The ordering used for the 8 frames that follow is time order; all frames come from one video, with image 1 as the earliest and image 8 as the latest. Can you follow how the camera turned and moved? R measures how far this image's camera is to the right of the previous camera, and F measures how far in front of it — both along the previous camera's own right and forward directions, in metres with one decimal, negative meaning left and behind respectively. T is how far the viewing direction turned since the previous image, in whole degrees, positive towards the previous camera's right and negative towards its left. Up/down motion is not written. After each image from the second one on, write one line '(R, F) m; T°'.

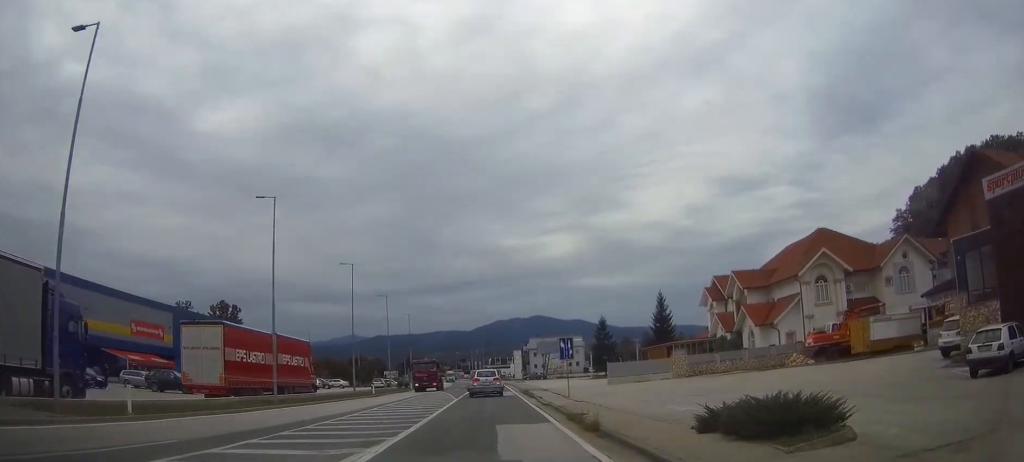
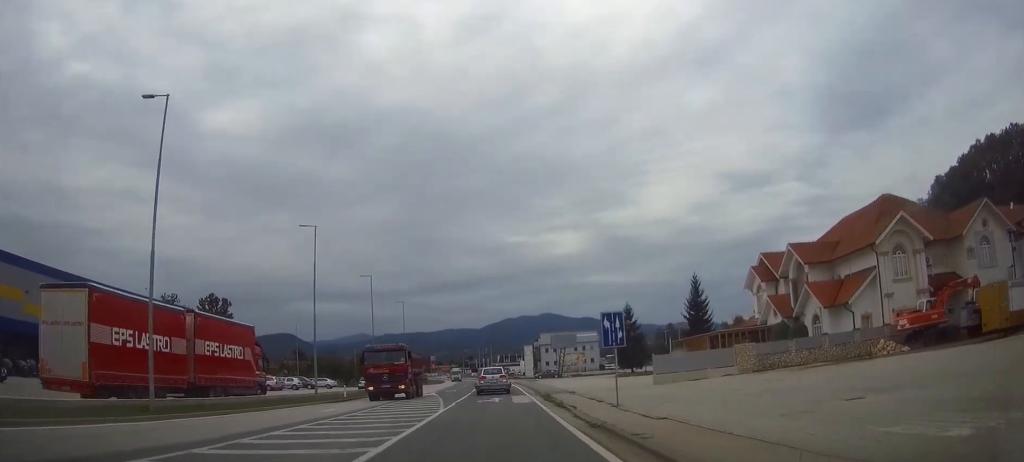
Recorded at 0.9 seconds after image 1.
(0.0, +13.0) m; 0°
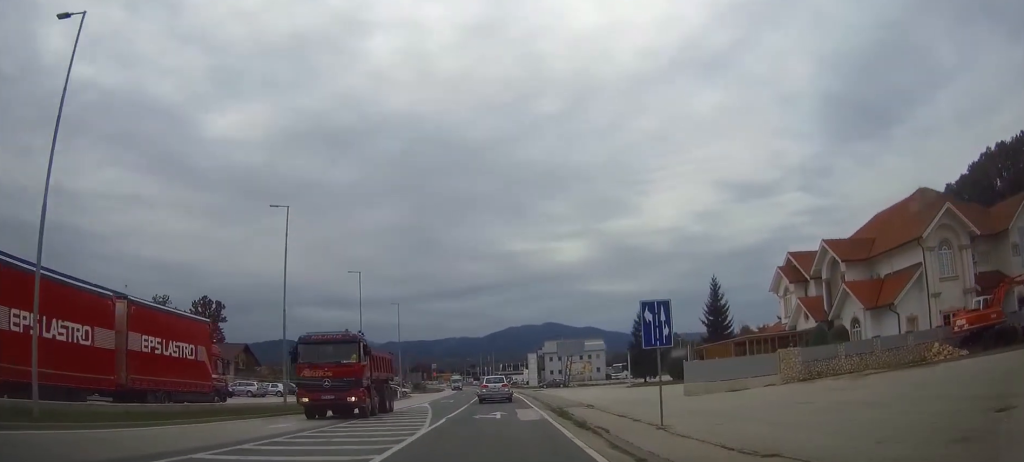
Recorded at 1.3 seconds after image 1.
(0.0, +6.2) m; 0°
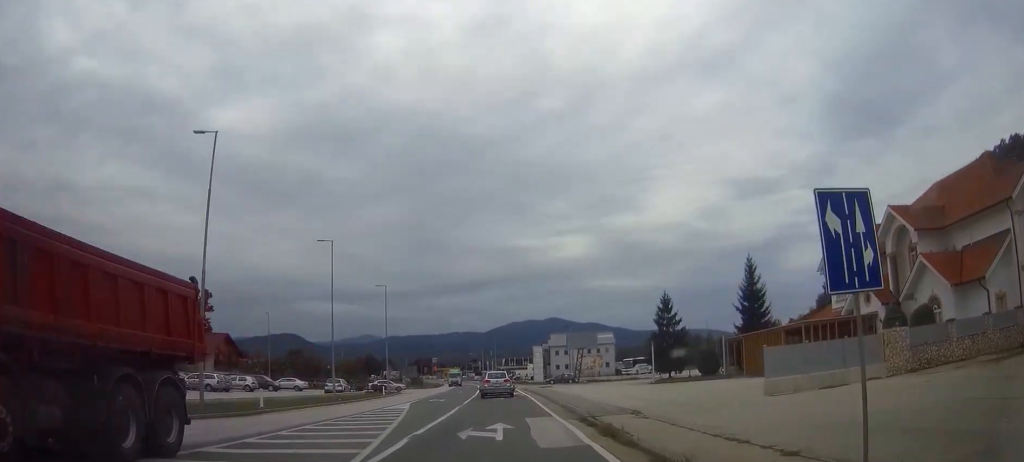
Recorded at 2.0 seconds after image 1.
(0.0, +10.1) m; 0°
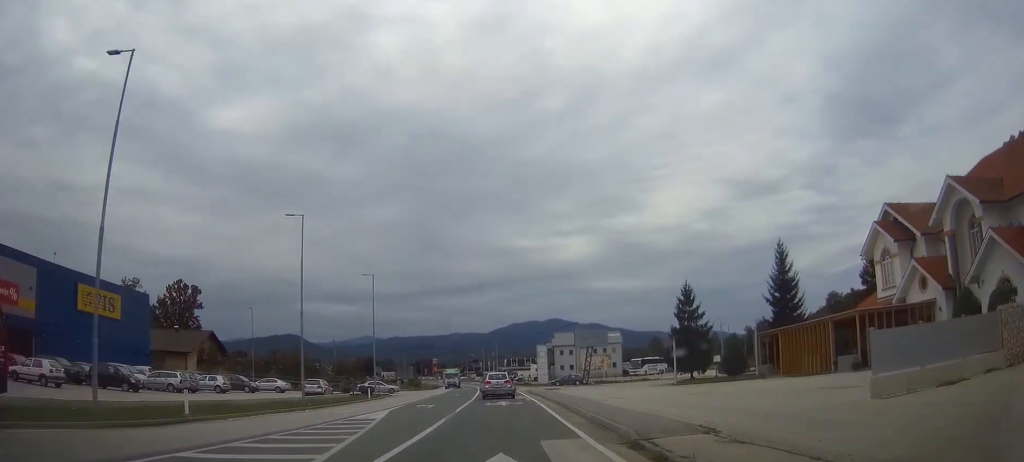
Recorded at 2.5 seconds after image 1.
(0.0, +7.3) m; 0°
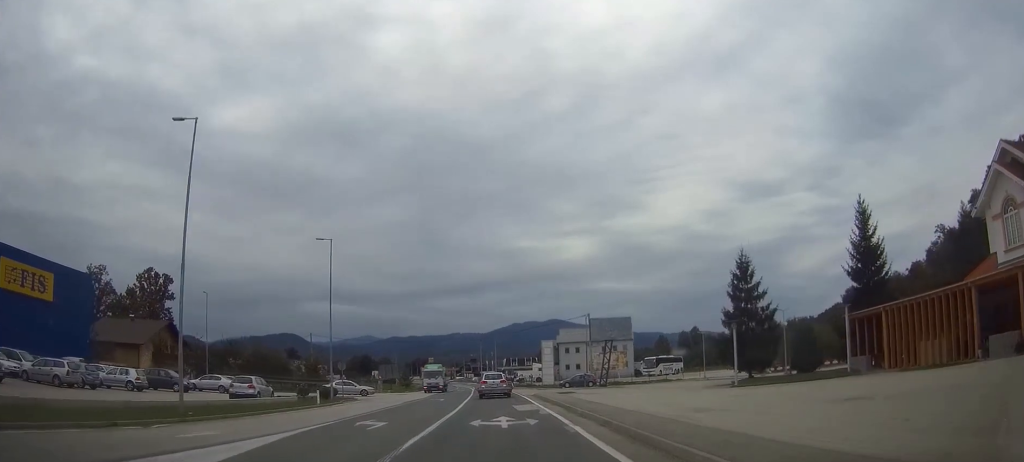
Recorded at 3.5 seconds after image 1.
(+0.1, +14.6) m; 0°
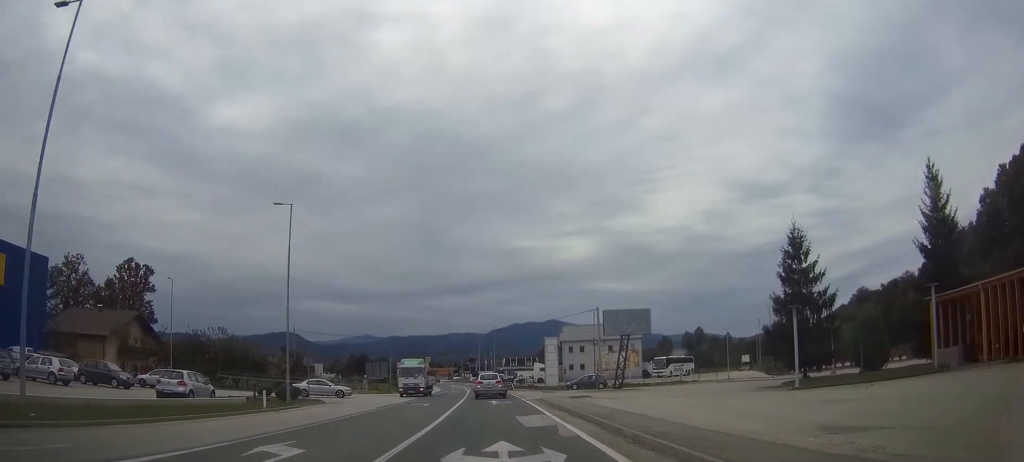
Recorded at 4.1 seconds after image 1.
(-0.1, +8.8) m; 0°
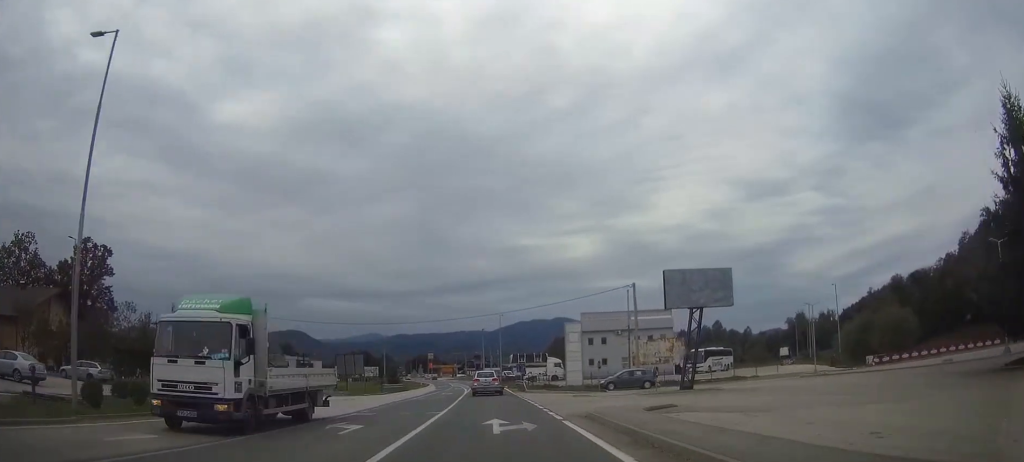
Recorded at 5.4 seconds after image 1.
(0.0, +19.0) m; 0°
